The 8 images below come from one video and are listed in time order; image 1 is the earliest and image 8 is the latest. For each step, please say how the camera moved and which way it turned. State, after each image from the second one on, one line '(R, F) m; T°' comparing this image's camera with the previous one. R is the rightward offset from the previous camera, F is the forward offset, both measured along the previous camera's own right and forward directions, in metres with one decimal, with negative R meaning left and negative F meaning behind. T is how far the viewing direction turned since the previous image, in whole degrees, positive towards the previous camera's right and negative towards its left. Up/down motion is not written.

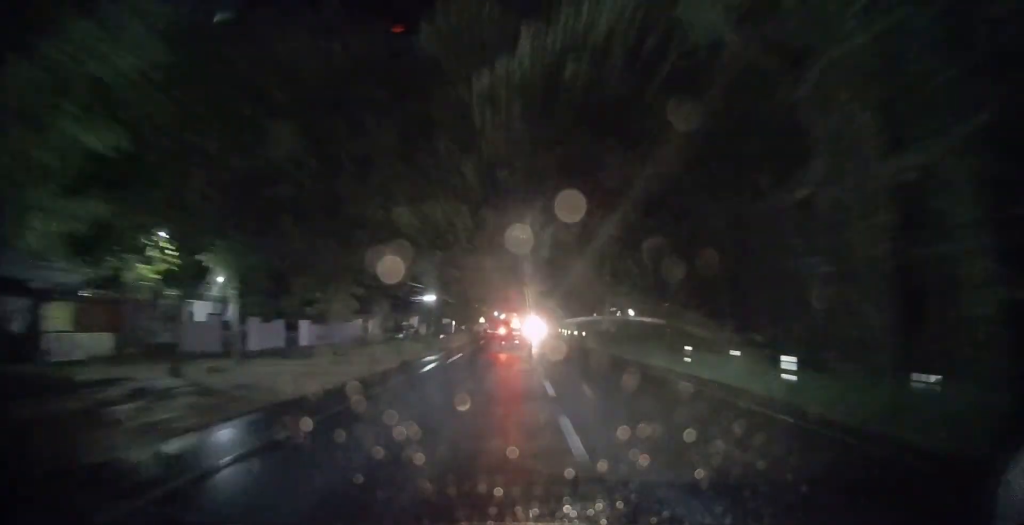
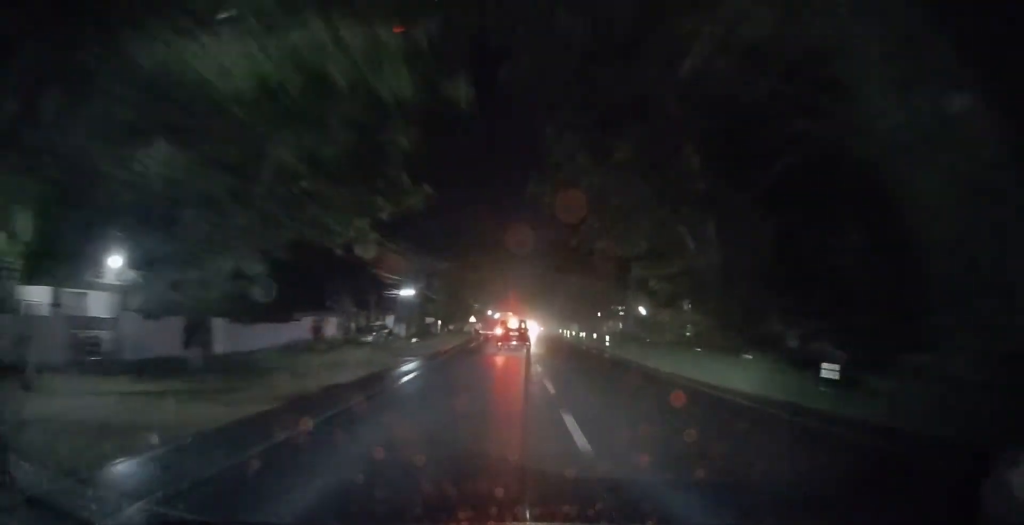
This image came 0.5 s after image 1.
(+0.1, +11.8) m; 0°
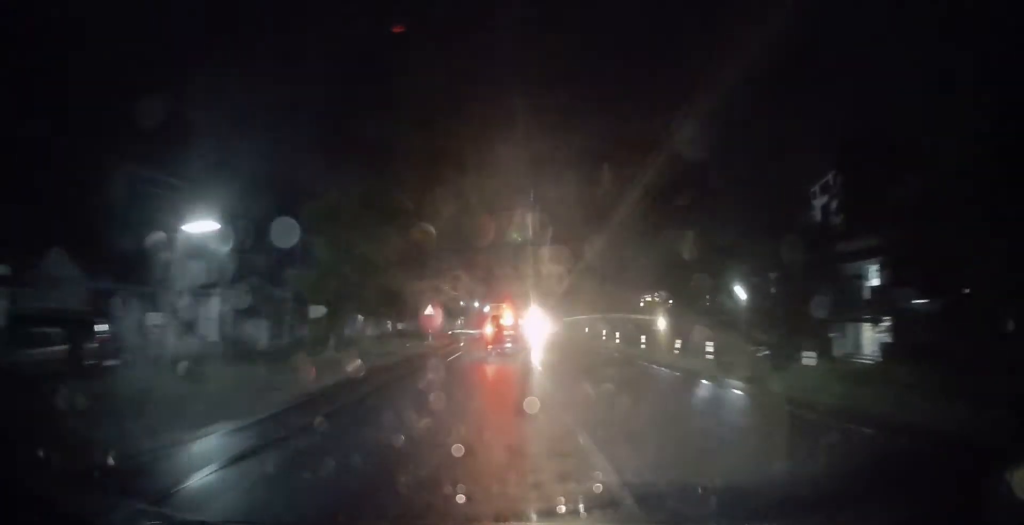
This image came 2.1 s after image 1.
(-0.2, +39.3) m; 0°
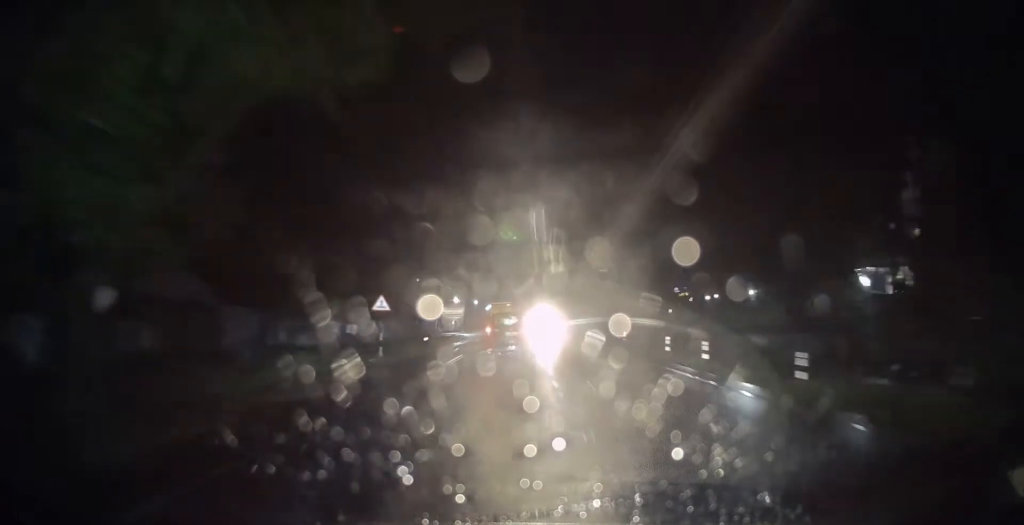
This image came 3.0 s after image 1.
(+0.1, +17.7) m; 0°
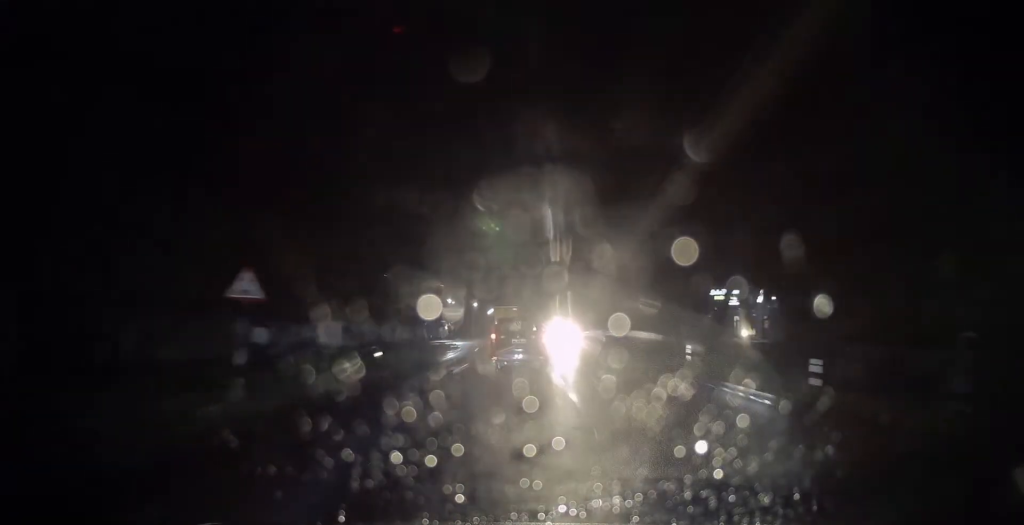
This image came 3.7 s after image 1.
(0.0, +14.1) m; 0°
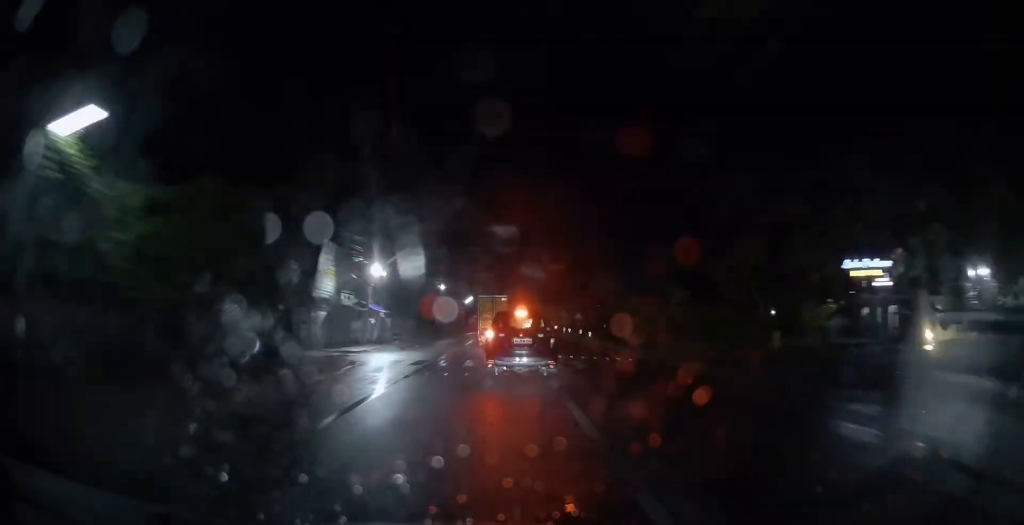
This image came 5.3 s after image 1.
(+0.1, +31.2) m; +1°
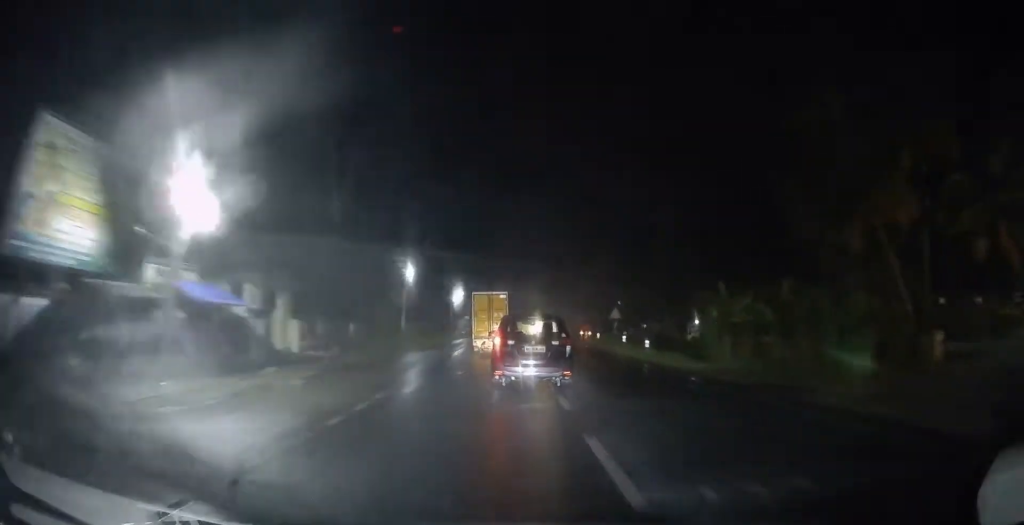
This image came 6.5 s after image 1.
(0.0, +20.7) m; +1°
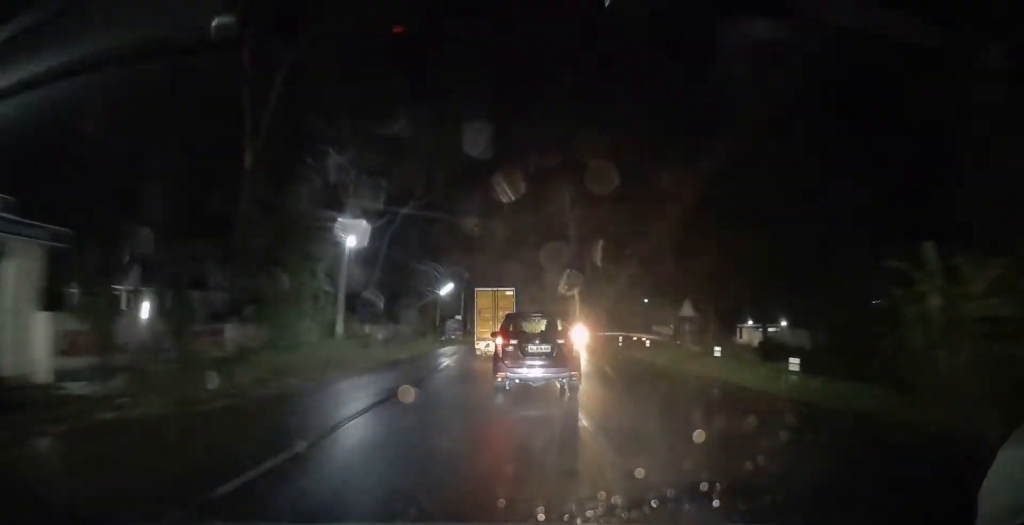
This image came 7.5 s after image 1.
(+0.2, +15.9) m; 0°
